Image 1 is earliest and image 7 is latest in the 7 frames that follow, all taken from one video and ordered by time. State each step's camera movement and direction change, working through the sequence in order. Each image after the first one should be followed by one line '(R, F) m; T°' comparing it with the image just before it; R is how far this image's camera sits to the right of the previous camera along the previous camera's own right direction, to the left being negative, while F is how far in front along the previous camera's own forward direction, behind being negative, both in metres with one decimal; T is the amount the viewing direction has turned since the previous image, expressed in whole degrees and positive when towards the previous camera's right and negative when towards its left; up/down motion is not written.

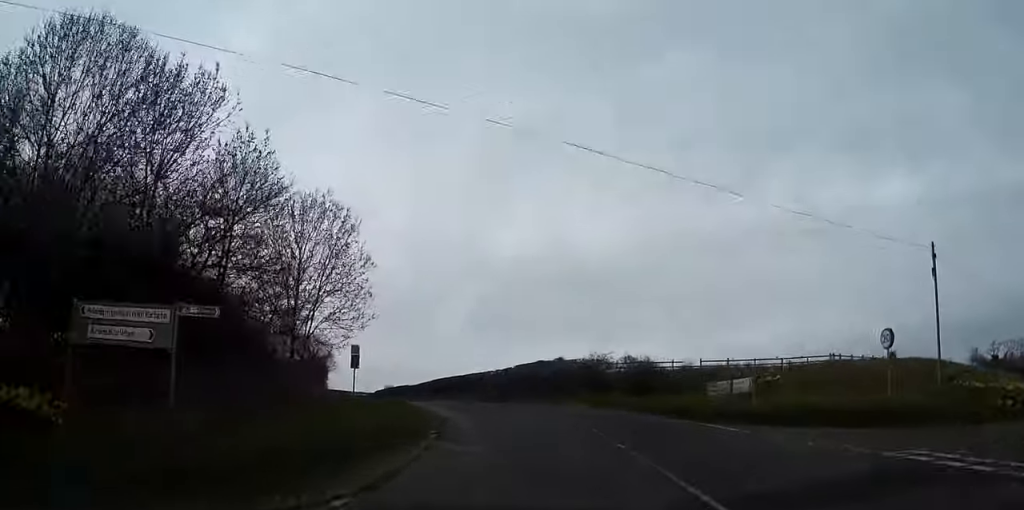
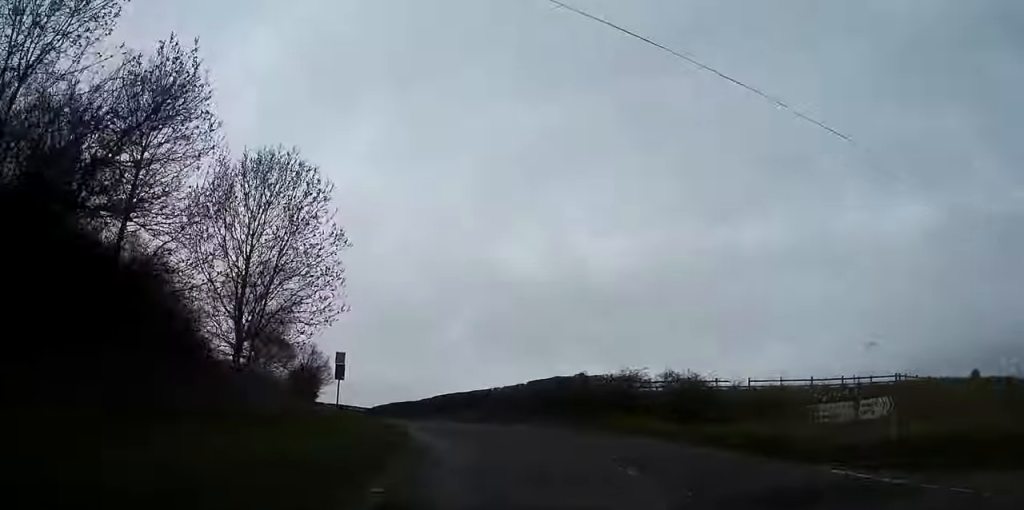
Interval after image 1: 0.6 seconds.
(+0.2, +8.2) m; 0°
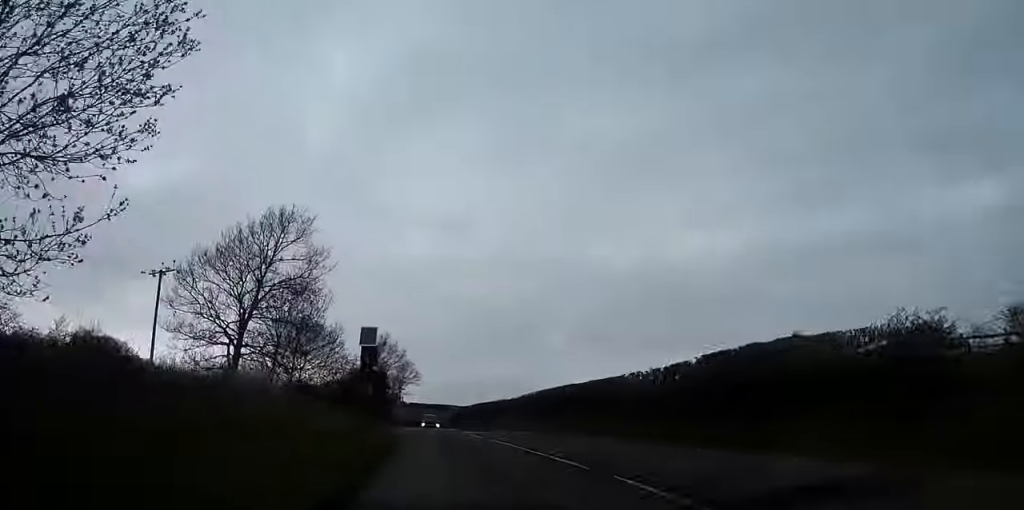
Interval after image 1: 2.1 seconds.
(-1.0, +19.5) m; -7°
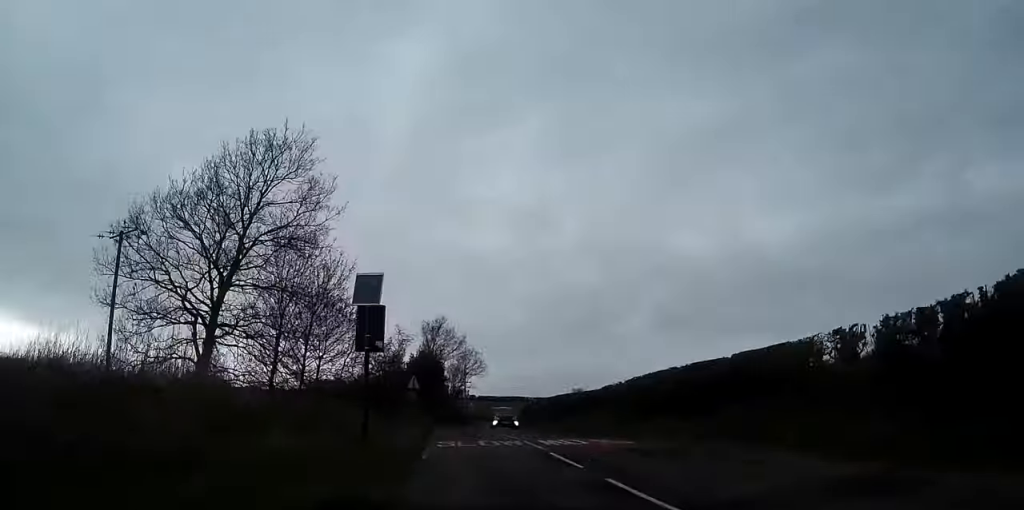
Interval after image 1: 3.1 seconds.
(-0.5, +12.3) m; -4°
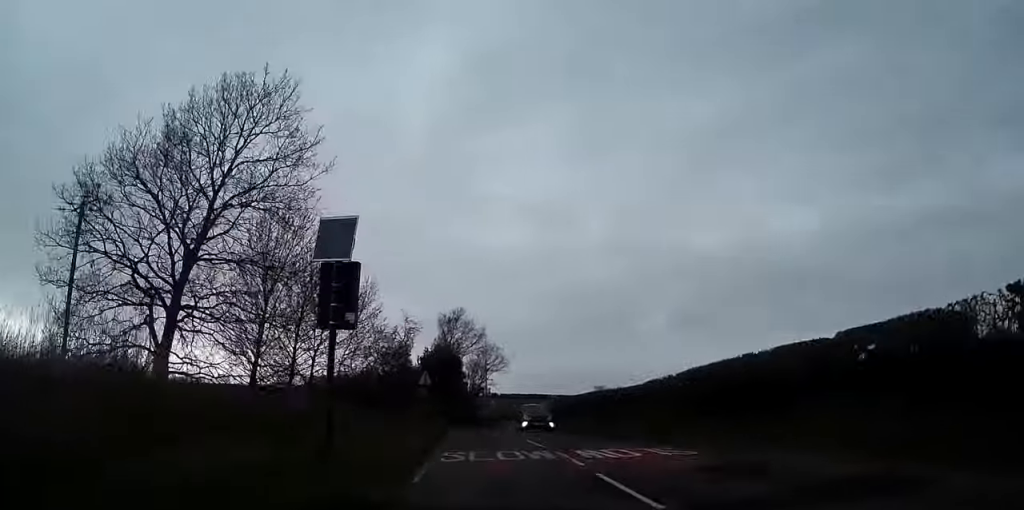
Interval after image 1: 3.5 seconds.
(0.0, +5.3) m; -2°
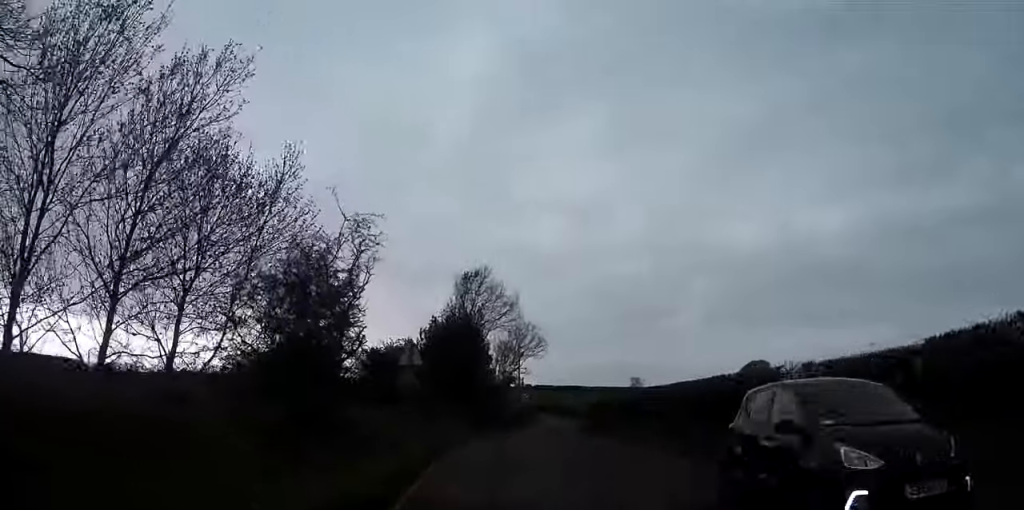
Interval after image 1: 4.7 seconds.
(-0.7, +17.4) m; -3°
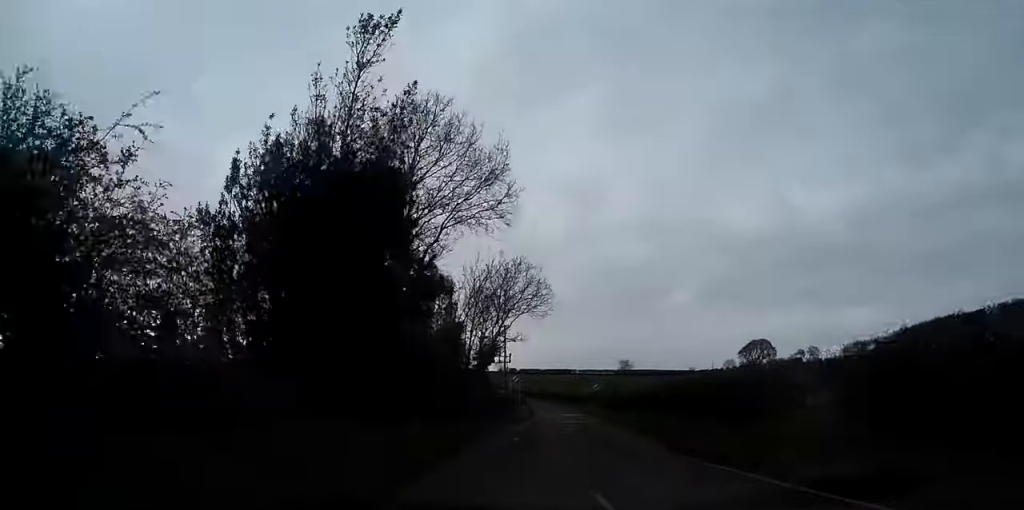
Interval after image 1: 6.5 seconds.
(-0.5, +25.6) m; 0°
